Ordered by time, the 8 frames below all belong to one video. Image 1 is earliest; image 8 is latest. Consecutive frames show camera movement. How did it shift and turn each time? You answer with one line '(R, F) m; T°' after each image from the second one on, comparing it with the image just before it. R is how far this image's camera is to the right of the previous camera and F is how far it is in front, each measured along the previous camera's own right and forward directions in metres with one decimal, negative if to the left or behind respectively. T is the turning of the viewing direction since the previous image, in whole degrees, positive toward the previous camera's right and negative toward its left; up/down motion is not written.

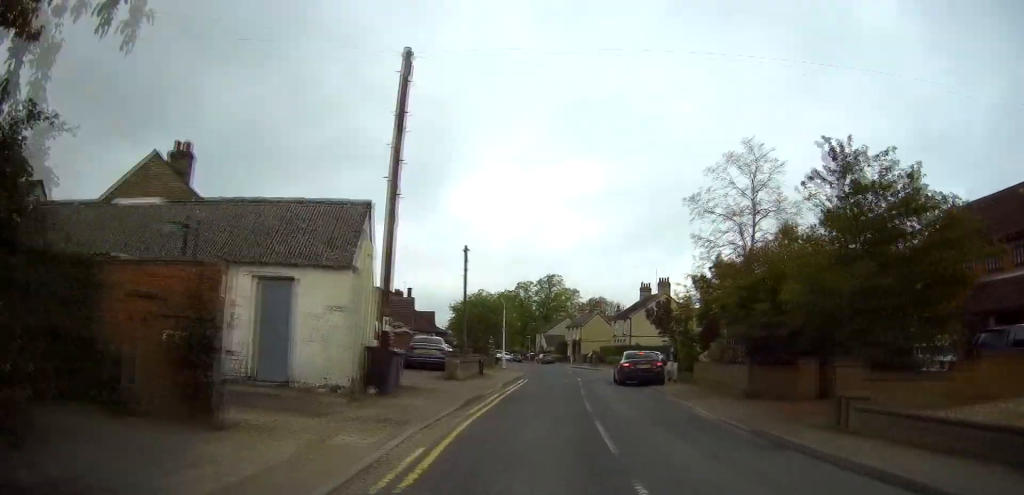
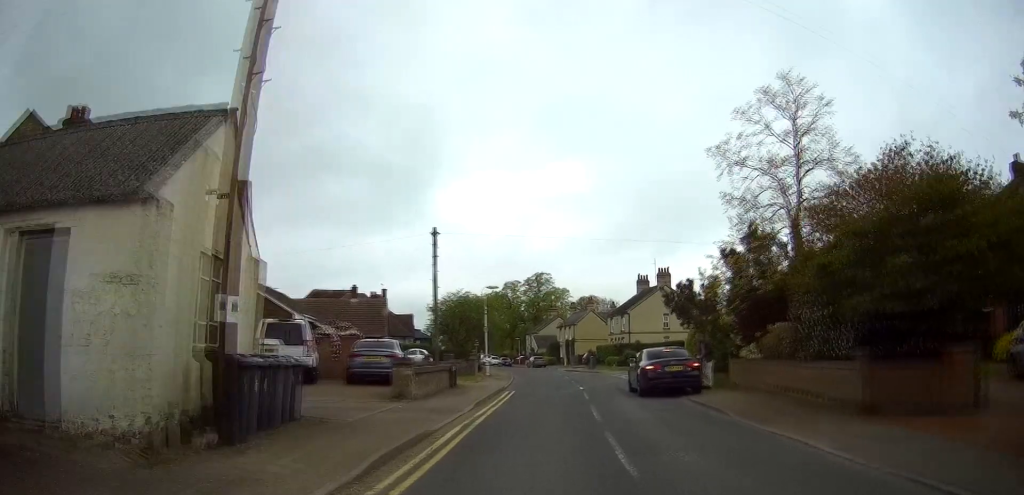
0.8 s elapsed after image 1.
(-0.1, +7.6) m; +1°
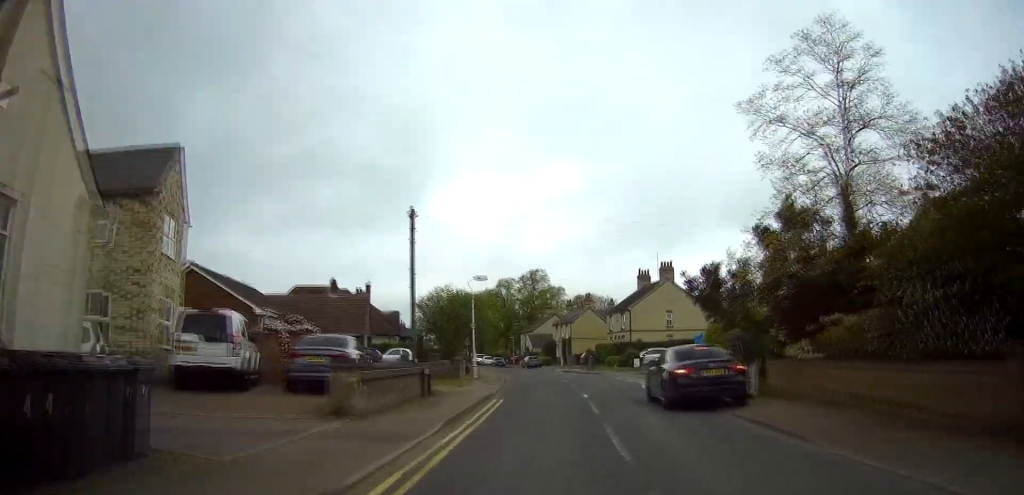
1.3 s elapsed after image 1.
(0.0, +4.8) m; 0°
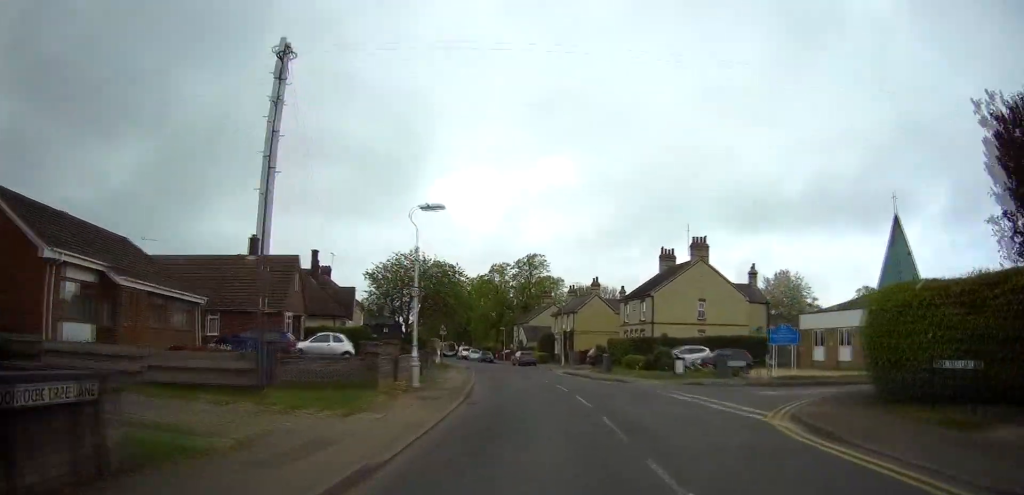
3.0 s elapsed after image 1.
(+0.2, +15.9) m; 0°
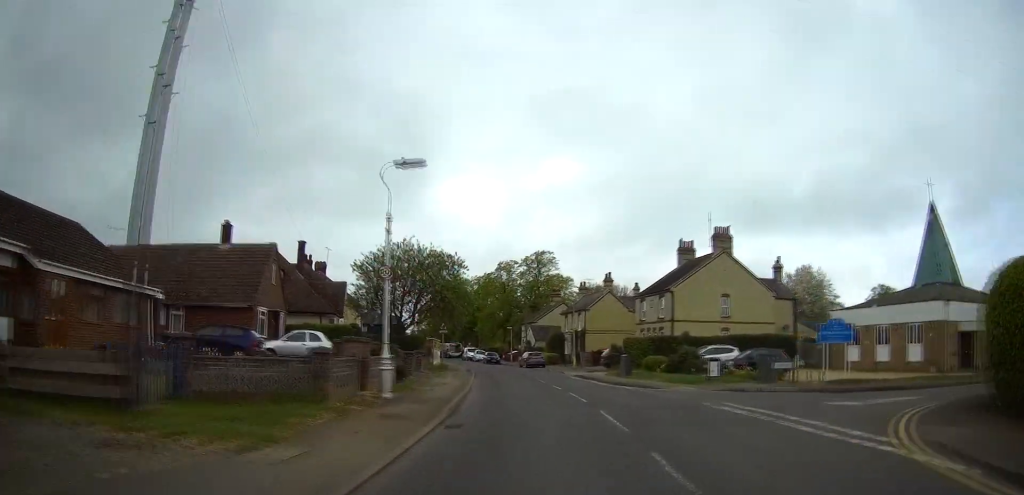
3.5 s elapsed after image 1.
(0.0, +4.9) m; -1°
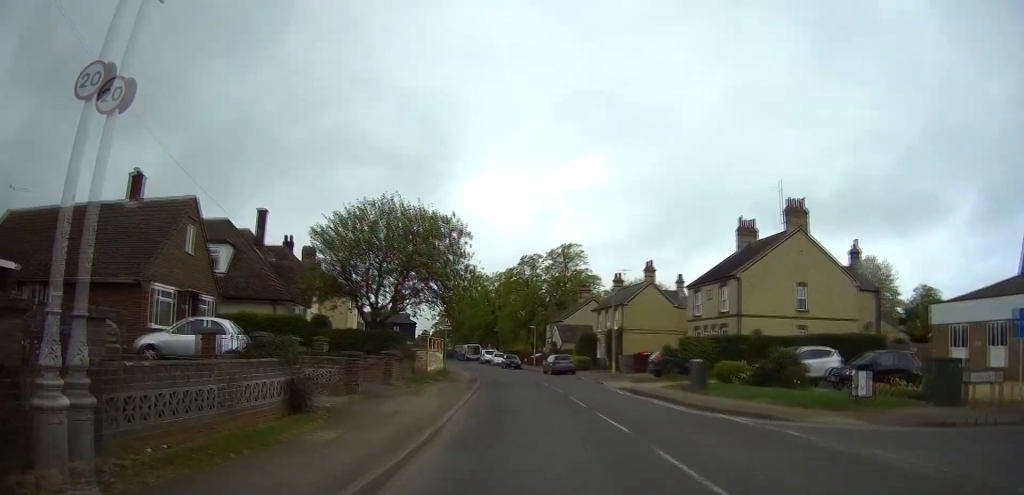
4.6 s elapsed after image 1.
(-0.3, +11.4) m; -3°
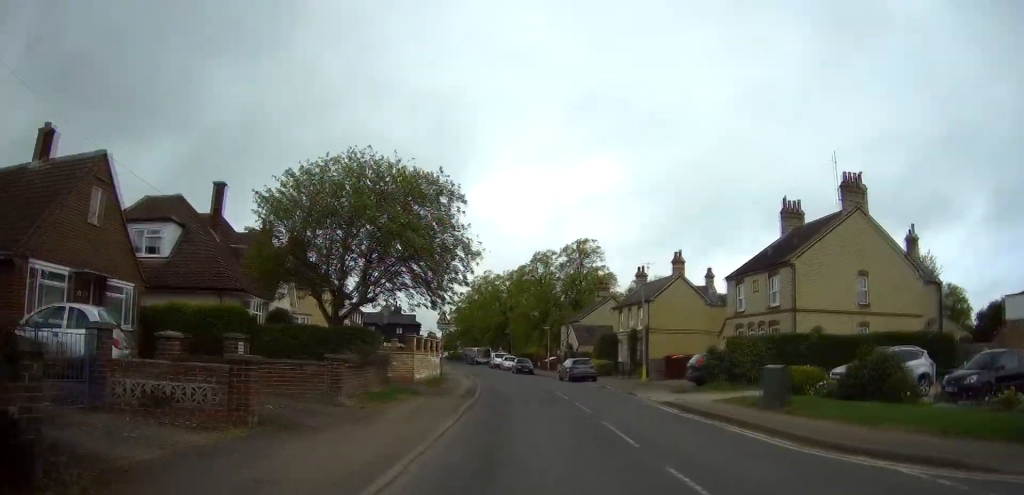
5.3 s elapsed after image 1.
(-0.1, +6.9) m; -1°
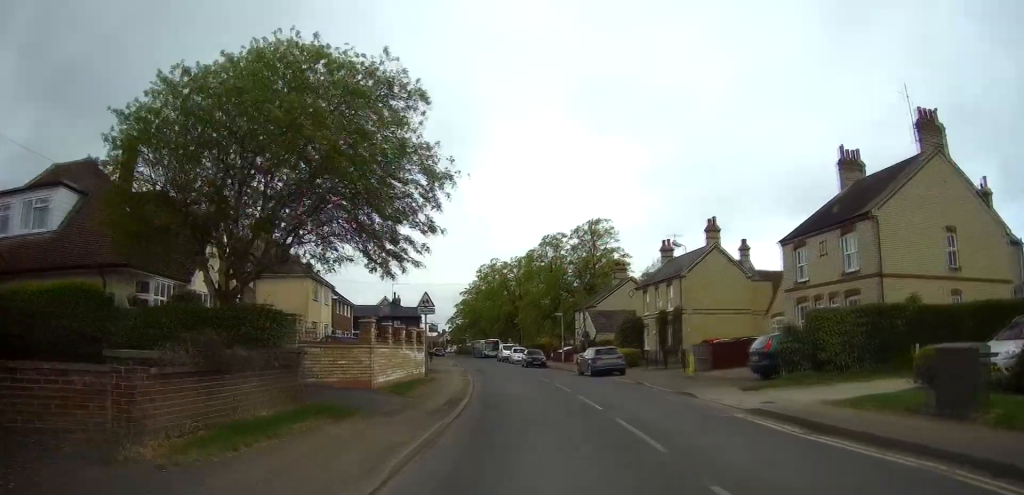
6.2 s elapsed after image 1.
(0.0, +8.2) m; 0°
